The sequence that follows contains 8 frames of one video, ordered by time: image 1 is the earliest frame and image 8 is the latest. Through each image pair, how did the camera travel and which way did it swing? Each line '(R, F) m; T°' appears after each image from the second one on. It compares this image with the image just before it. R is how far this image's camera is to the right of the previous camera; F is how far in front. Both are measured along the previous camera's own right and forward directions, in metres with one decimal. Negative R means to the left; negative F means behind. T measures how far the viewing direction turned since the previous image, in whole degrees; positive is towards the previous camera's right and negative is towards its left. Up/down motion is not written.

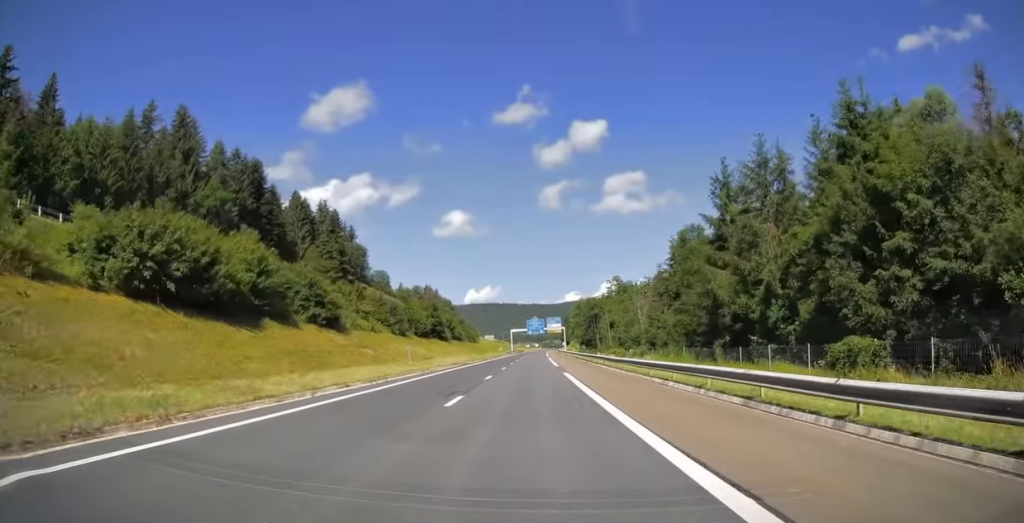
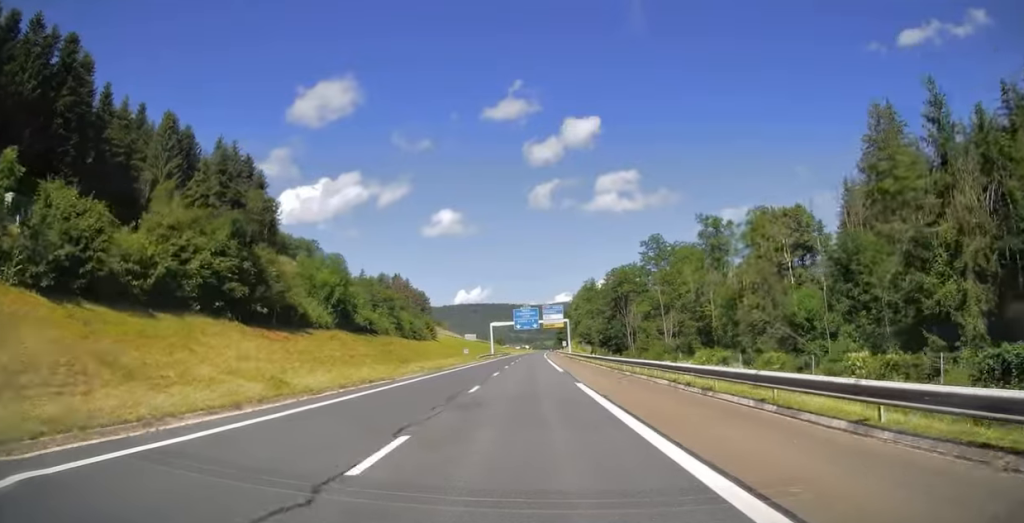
(+0.3, +60.3) m; +1°
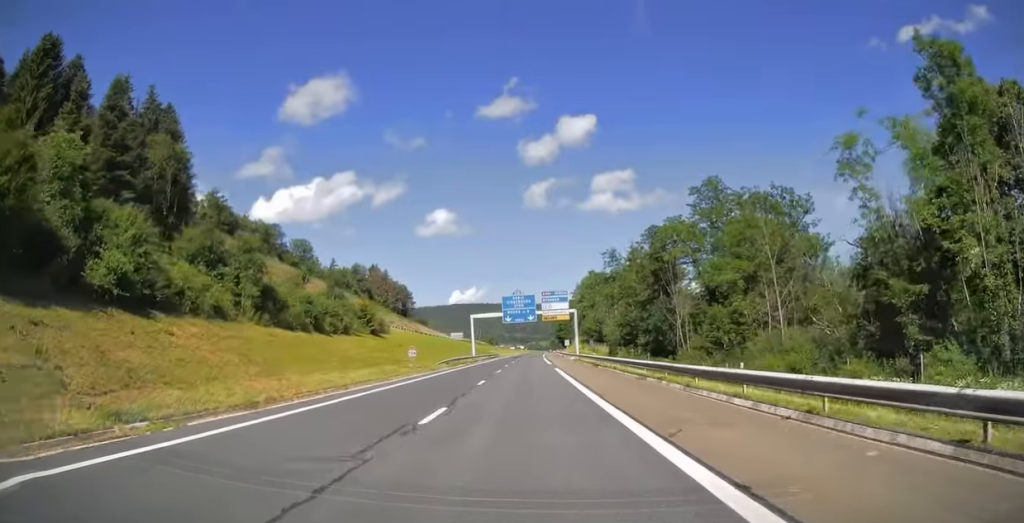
(+0.6, +34.3) m; +1°
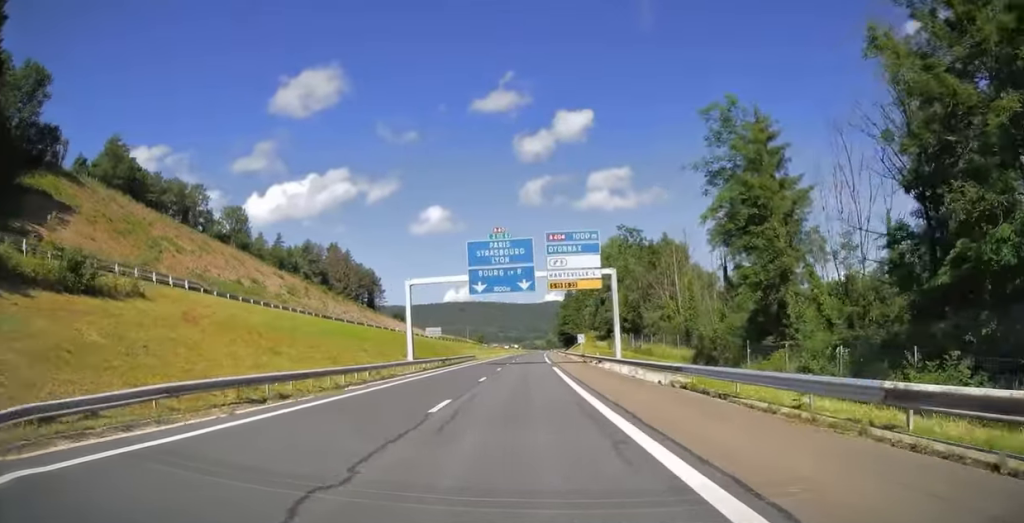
(0.0, +50.1) m; +1°
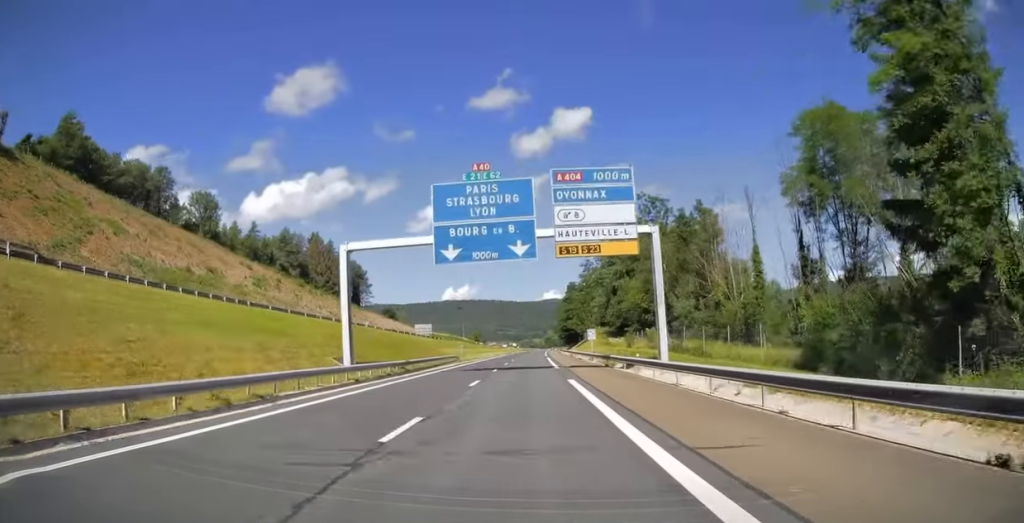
(+0.2, +17.4) m; +1°
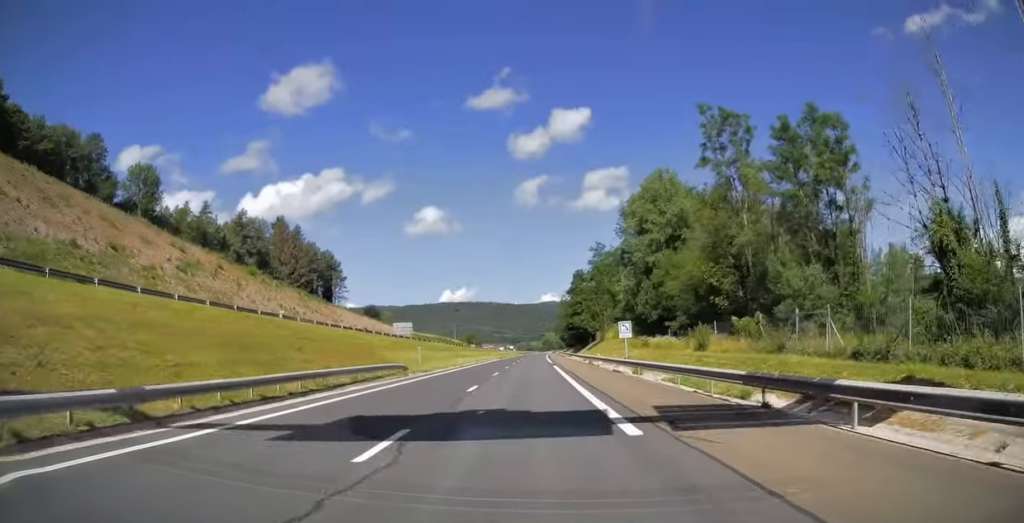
(0.0, +27.7) m; 0°
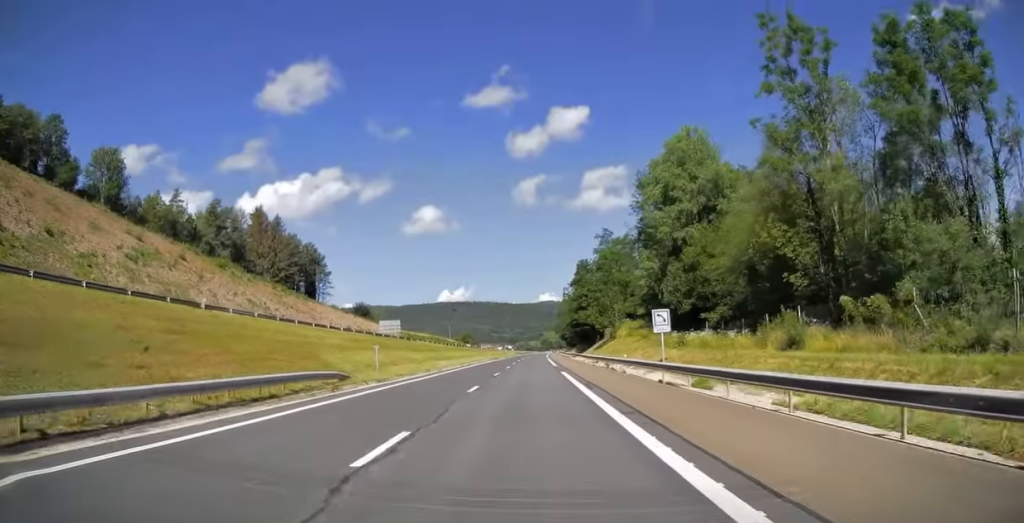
(0.0, +13.3) m; 0°
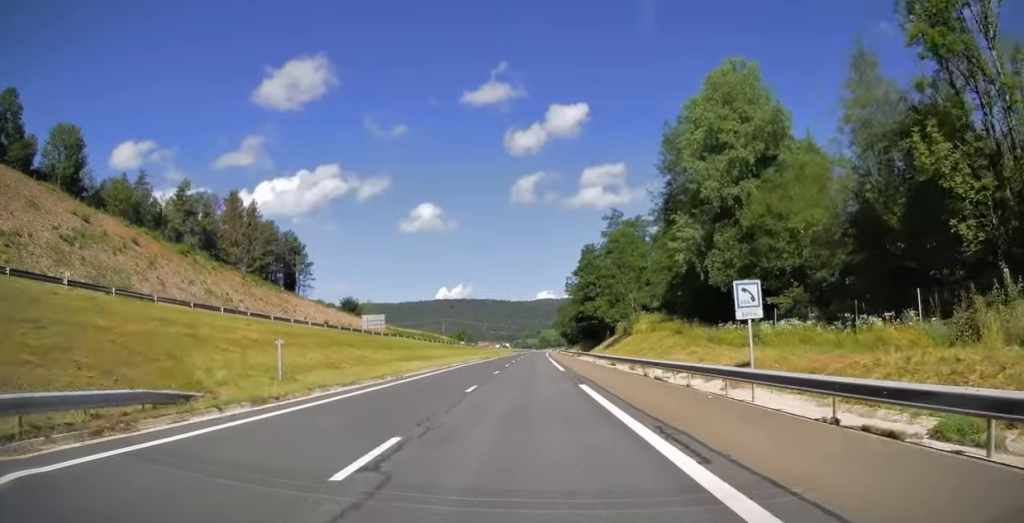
(0.0, +13.9) m; 0°
